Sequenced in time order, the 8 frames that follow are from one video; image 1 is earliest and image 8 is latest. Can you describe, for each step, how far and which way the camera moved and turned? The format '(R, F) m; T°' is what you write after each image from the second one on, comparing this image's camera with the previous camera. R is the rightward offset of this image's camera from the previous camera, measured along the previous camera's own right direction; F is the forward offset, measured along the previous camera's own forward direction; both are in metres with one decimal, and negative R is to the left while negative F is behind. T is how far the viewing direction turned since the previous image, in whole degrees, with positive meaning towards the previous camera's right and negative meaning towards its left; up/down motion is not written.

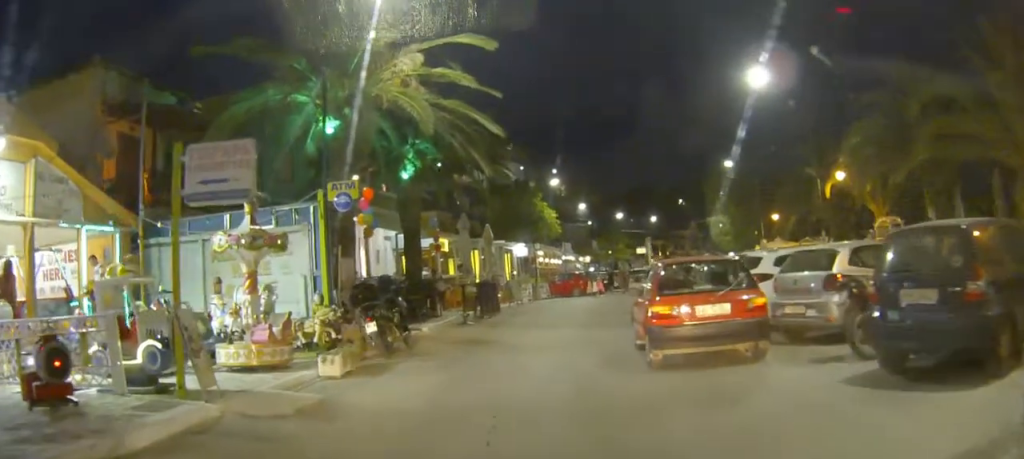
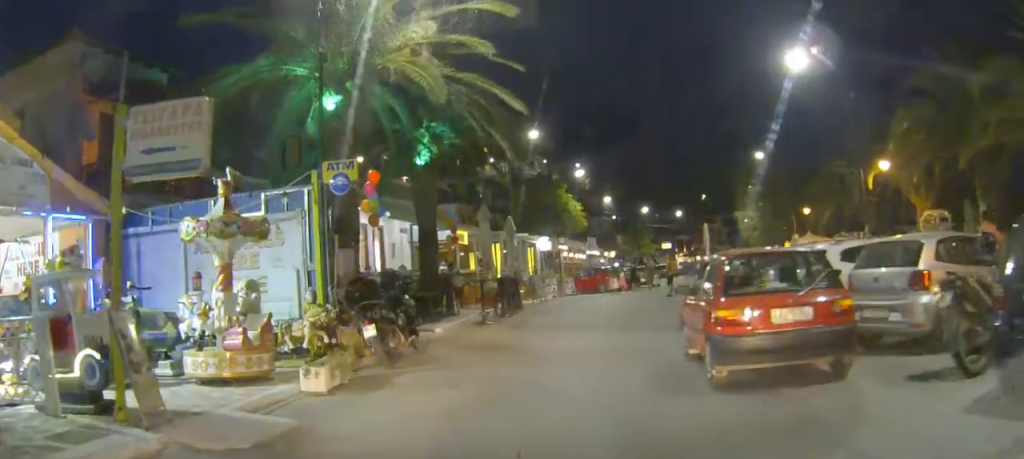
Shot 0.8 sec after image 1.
(0.0, +2.1) m; -2°
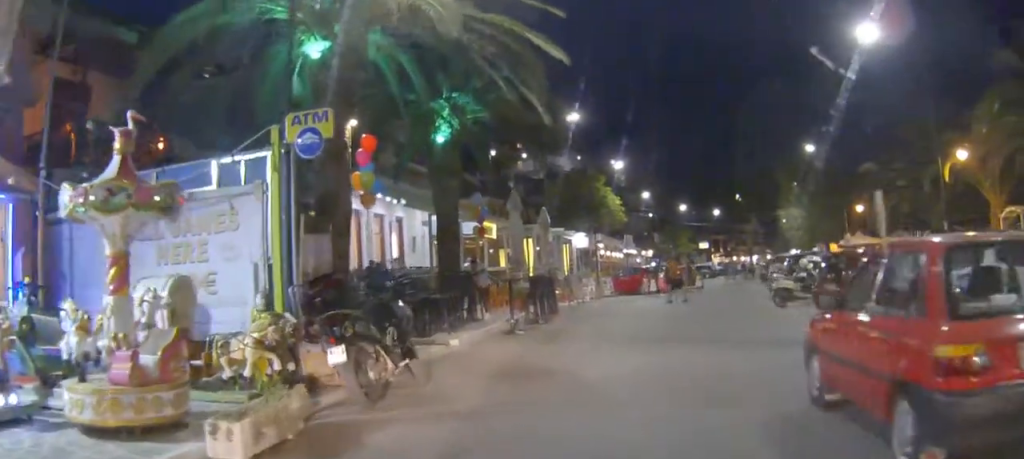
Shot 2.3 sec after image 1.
(+0.1, +3.7) m; +7°
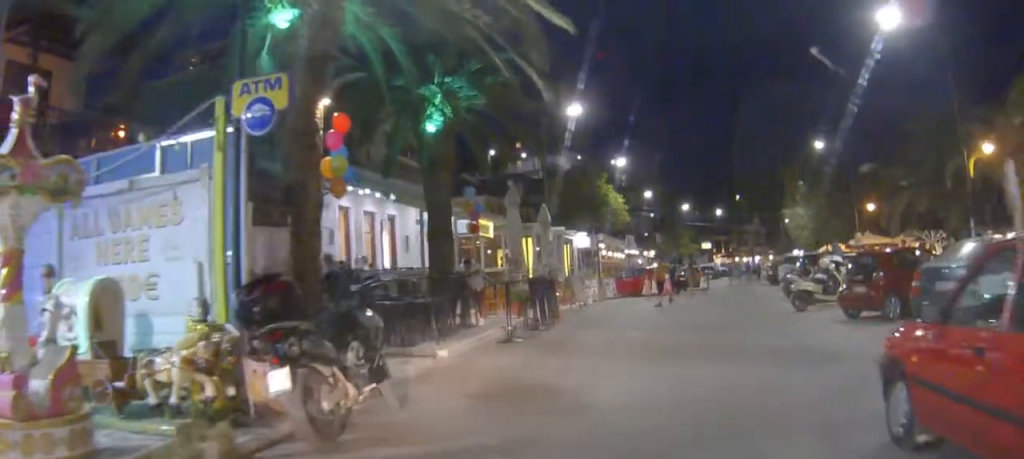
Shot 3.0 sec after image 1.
(+0.2, +1.7) m; +4°
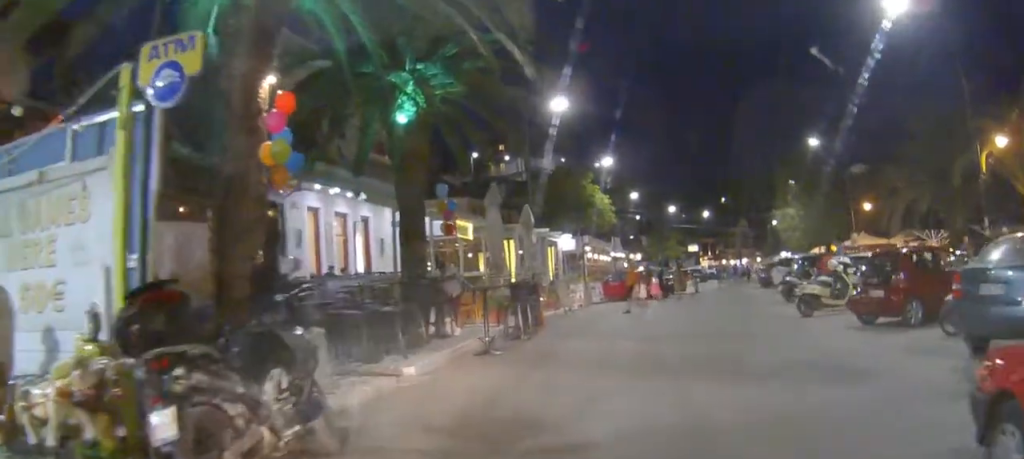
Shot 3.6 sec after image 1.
(0.0, +1.6) m; 0°
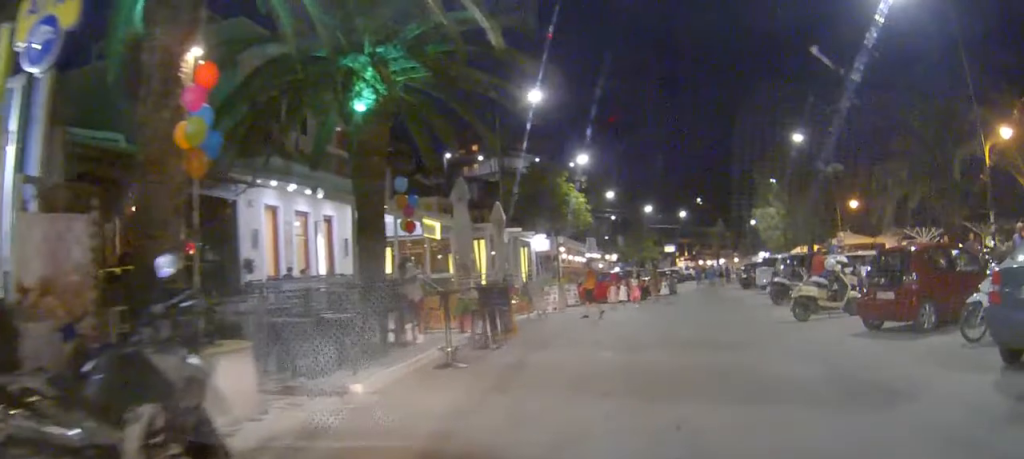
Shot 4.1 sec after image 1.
(0.0, +1.4) m; 0°
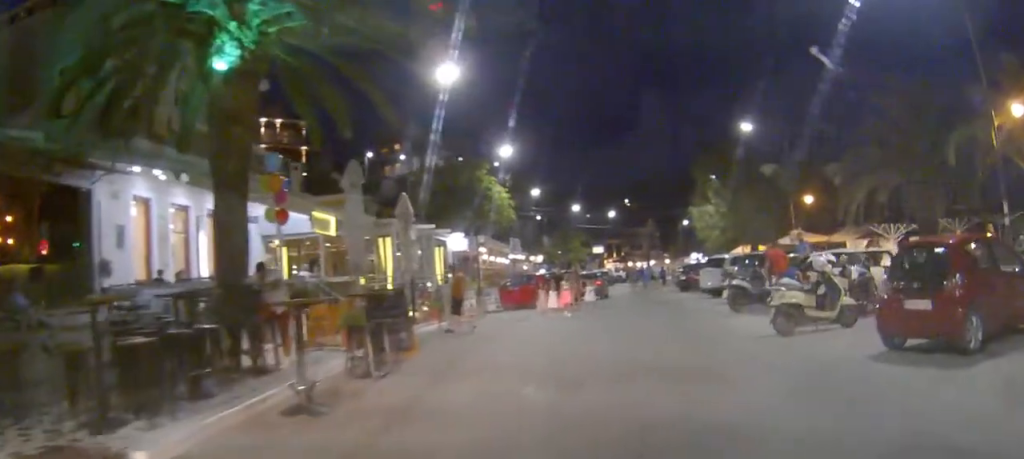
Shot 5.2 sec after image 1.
(0.0, +3.4) m; +4°
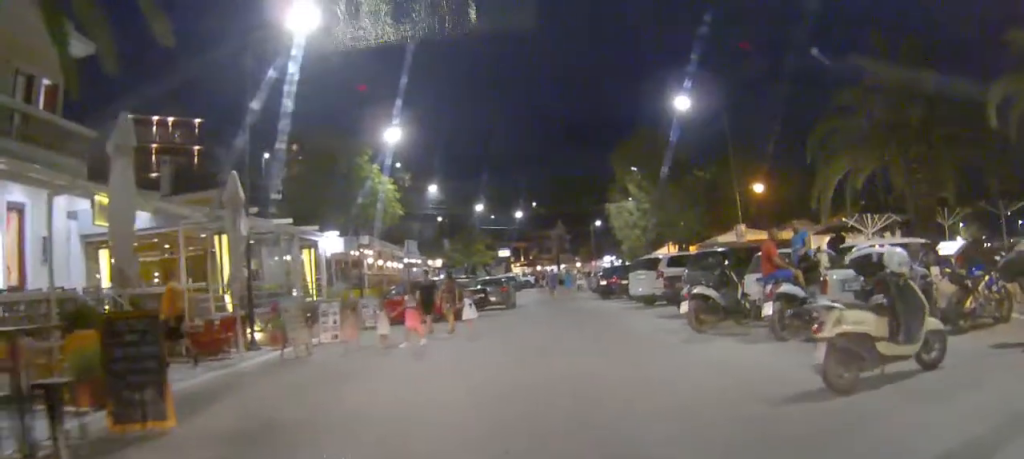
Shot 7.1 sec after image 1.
(+0.3, +5.5) m; +2°
